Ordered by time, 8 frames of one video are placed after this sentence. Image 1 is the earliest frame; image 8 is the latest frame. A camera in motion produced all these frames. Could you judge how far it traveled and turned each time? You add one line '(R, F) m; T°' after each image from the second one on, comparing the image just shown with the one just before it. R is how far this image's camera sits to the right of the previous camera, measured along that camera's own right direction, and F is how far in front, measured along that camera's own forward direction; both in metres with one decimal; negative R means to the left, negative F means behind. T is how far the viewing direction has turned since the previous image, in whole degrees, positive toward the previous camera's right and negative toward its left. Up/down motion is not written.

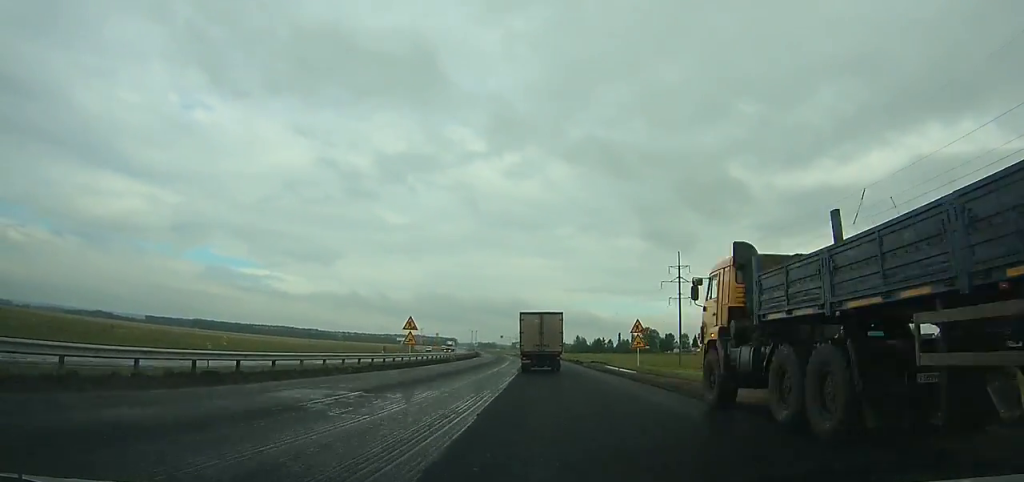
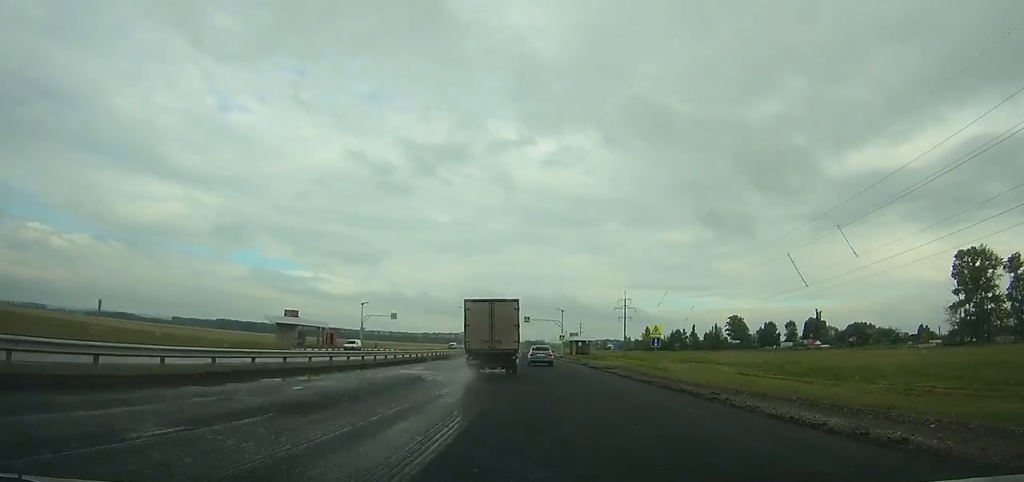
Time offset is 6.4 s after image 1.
(-5.5, +118.6) m; -5°
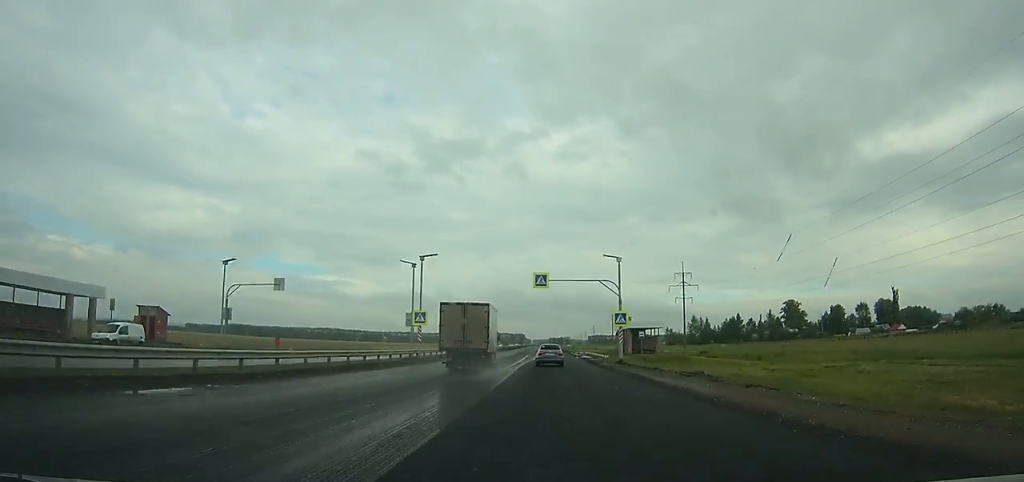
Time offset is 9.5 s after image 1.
(-1.1, +57.1) m; -2°
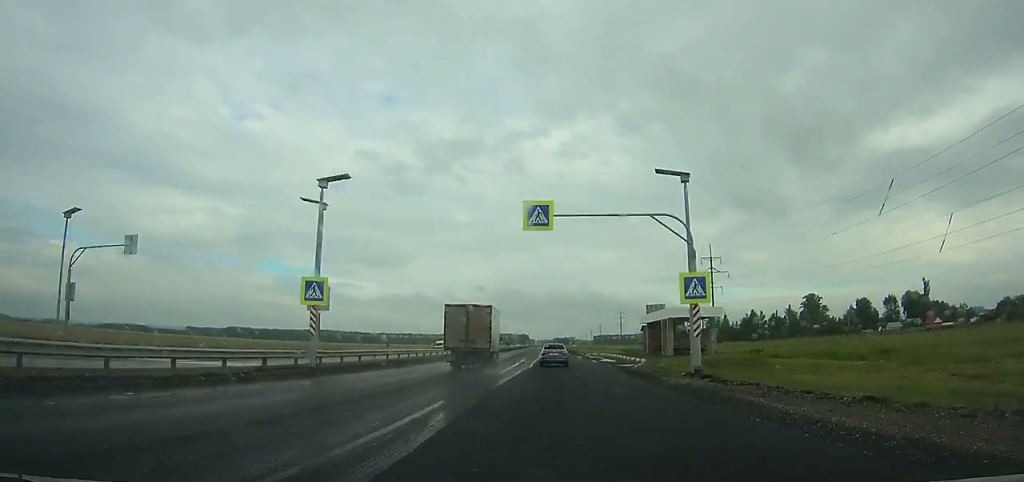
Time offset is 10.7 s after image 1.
(-0.2, +22.2) m; 0°
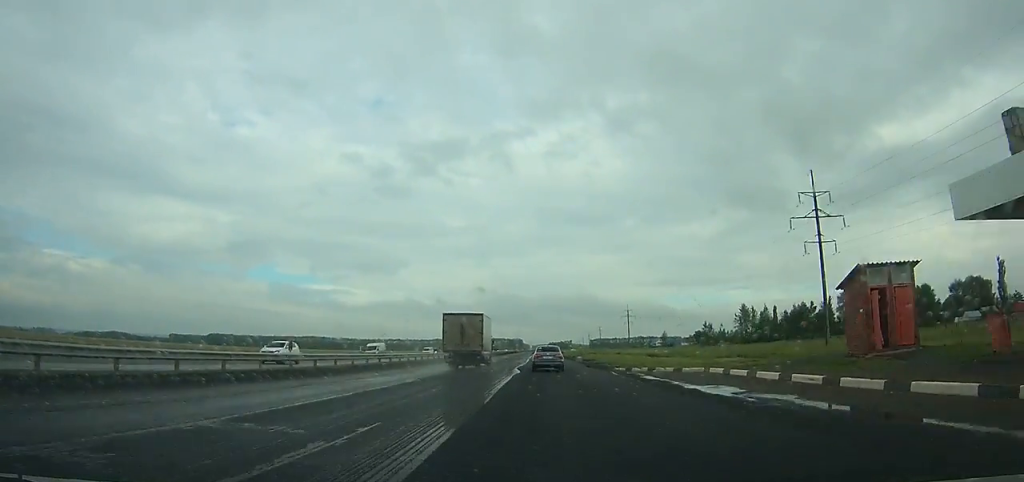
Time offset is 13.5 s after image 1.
(-0.4, +51.8) m; -1°
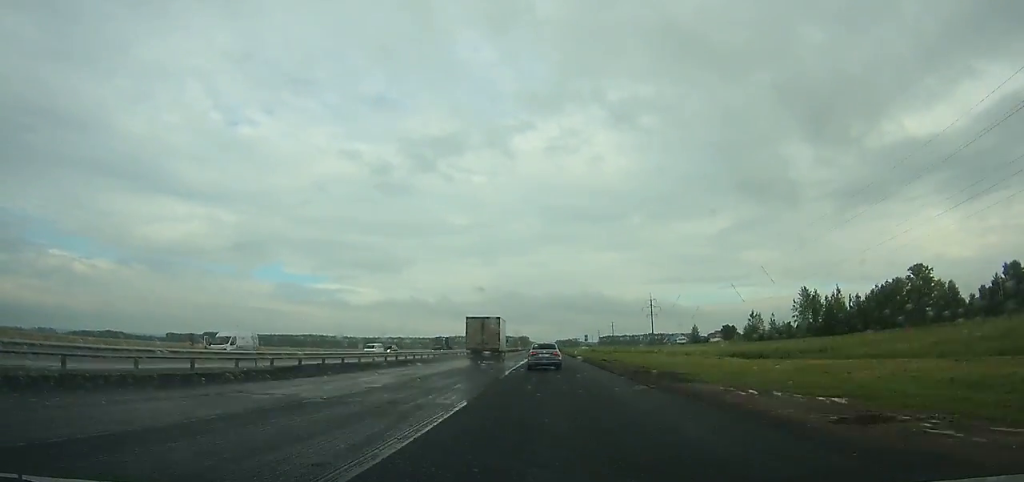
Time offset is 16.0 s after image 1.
(-0.2, +46.5) m; 0°
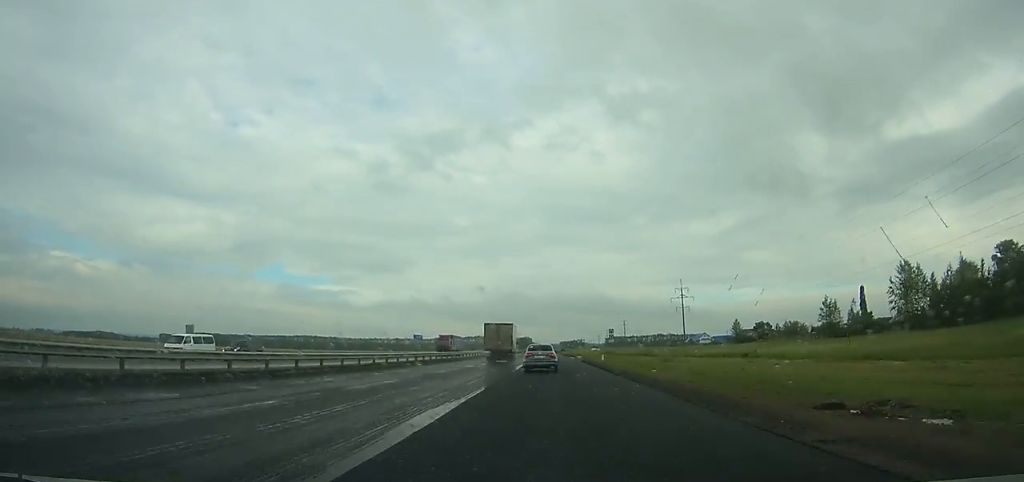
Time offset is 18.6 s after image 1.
(-0.2, +48.6) m; 0°
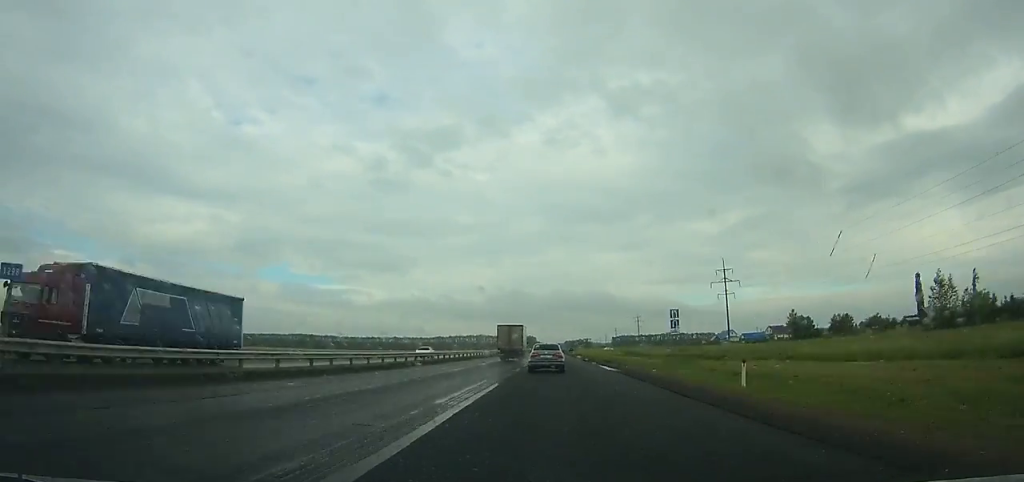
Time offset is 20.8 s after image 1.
(0.0, +41.2) m; 0°
